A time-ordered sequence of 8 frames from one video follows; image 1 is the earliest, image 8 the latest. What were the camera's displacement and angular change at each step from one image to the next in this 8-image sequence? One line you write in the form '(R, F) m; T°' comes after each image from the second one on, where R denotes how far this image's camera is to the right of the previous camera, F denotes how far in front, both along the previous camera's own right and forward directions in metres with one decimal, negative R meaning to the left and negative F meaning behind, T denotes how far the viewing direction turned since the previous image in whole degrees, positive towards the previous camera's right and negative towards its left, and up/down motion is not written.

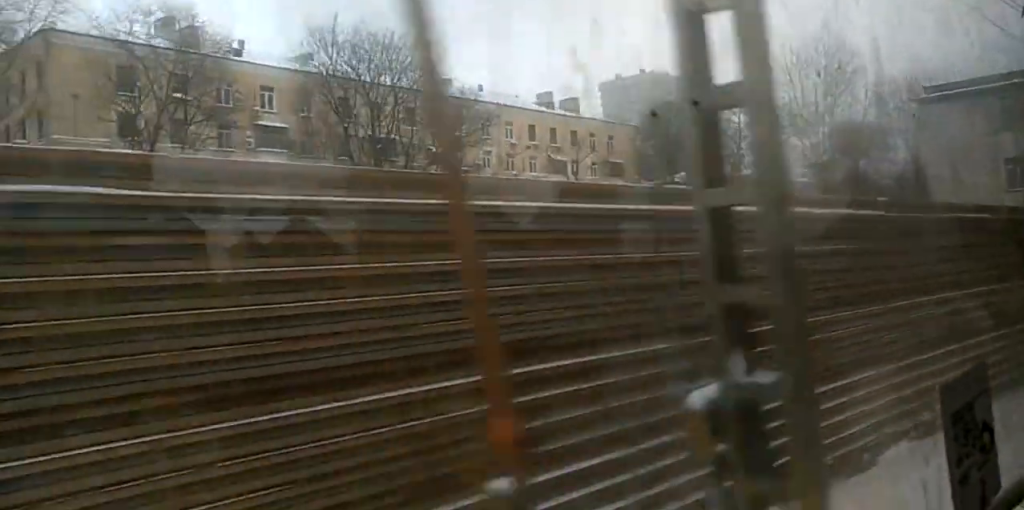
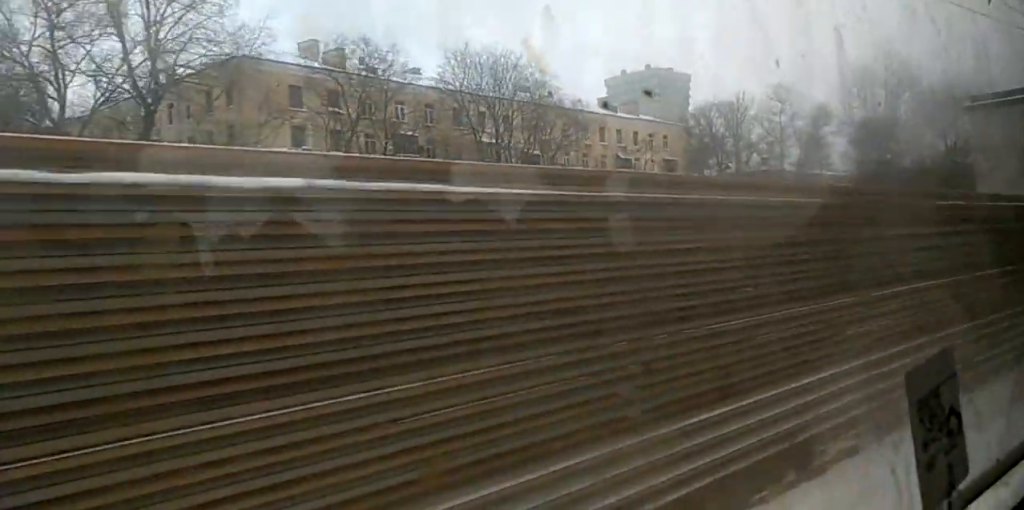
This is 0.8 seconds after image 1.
(+0.1, +15.1) m; 0°
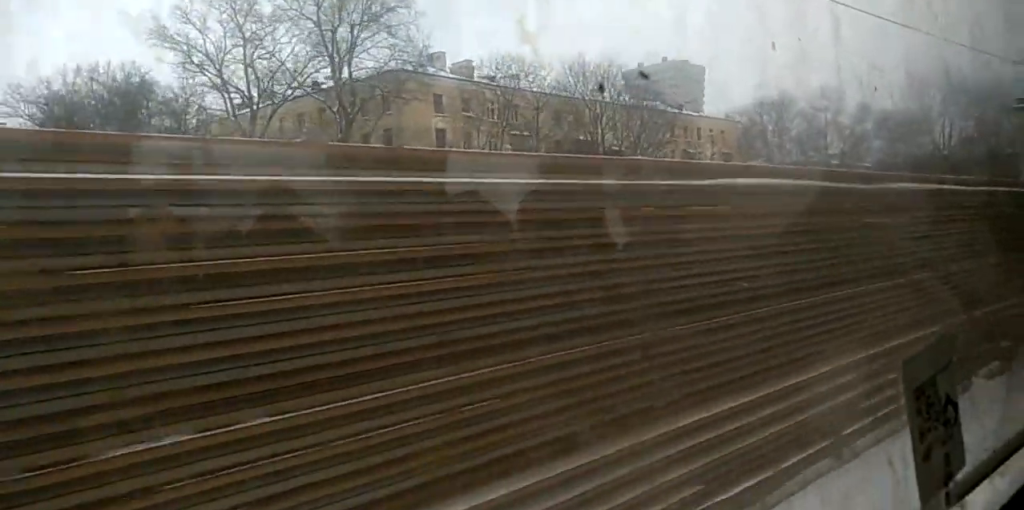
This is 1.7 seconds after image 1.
(-0.1, +17.0) m; -1°
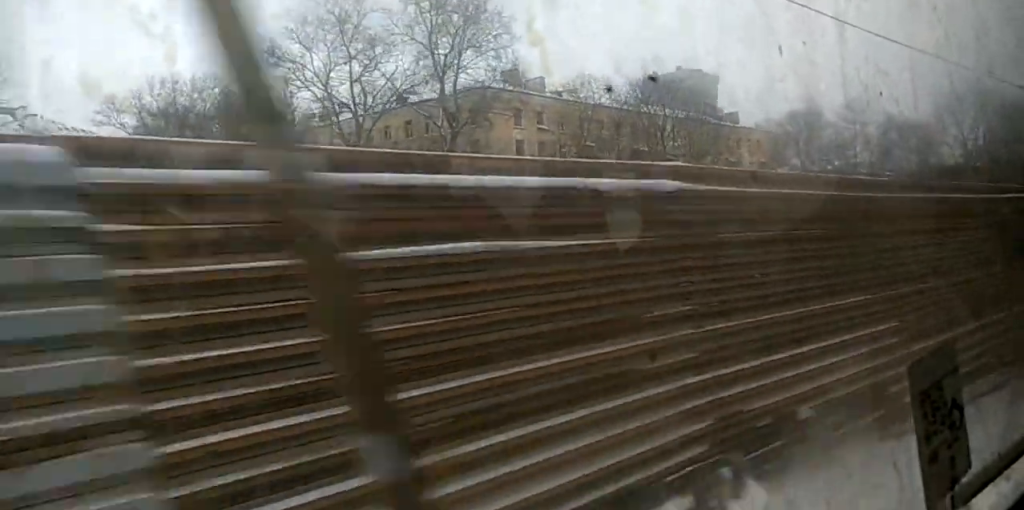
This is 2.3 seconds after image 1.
(-0.1, +11.7) m; -1°
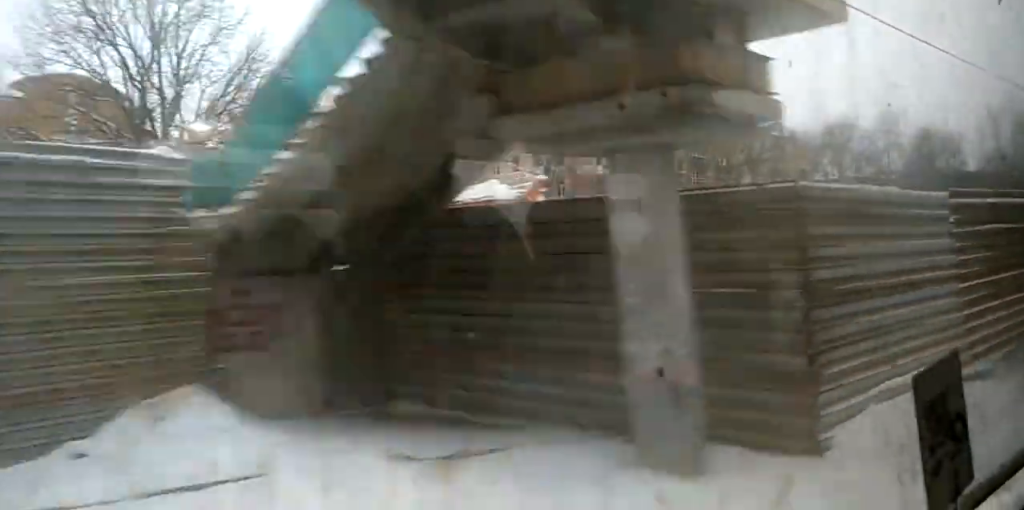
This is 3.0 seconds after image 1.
(-0.2, +13.8) m; +1°
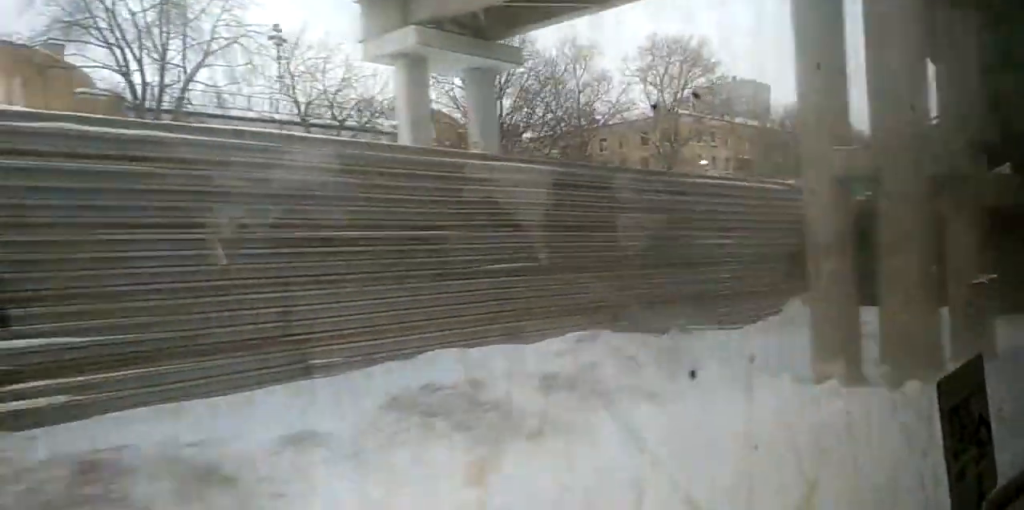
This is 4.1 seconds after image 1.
(+0.4, +20.1) m; +2°
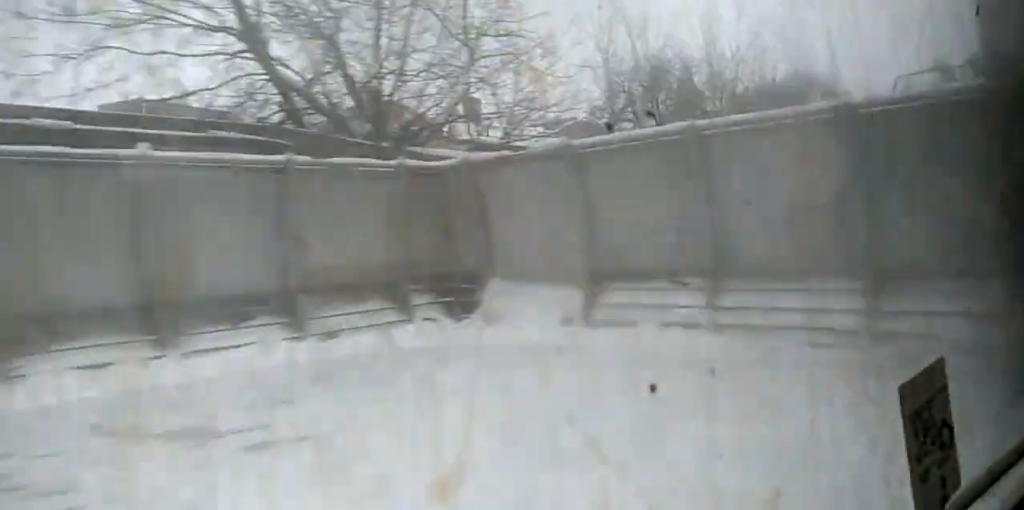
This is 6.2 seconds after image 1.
(-0.6, +34.2) m; -3°
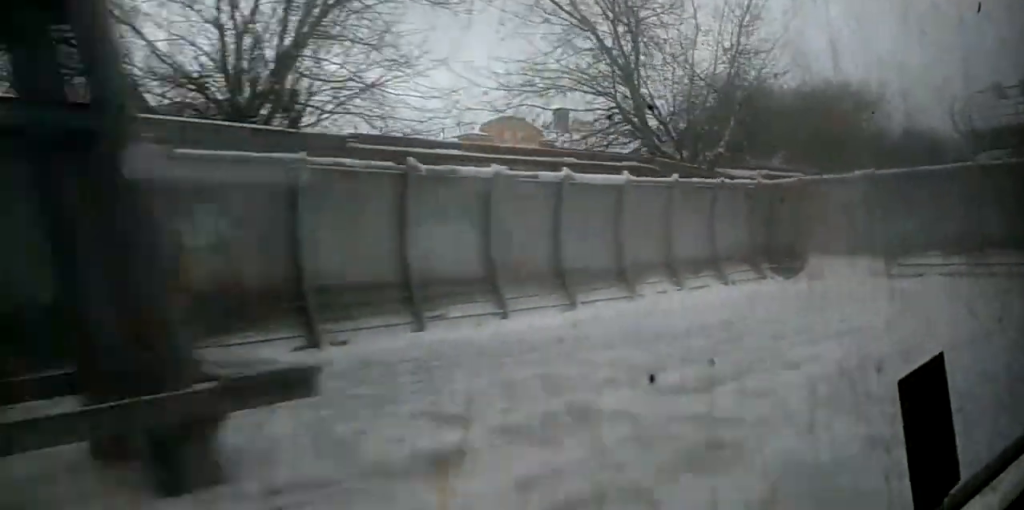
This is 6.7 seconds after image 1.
(0.0, +7.4) m; 0°
